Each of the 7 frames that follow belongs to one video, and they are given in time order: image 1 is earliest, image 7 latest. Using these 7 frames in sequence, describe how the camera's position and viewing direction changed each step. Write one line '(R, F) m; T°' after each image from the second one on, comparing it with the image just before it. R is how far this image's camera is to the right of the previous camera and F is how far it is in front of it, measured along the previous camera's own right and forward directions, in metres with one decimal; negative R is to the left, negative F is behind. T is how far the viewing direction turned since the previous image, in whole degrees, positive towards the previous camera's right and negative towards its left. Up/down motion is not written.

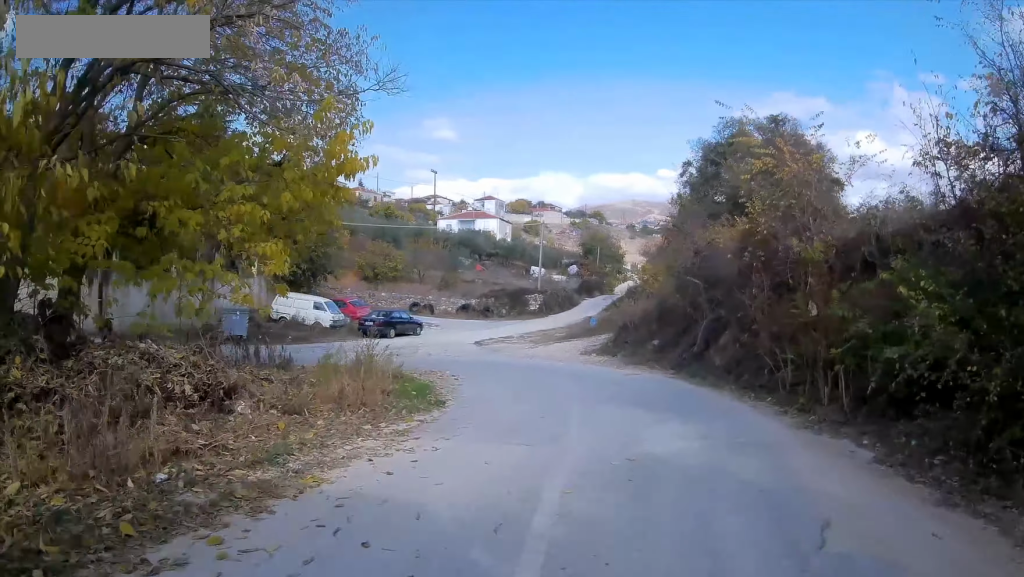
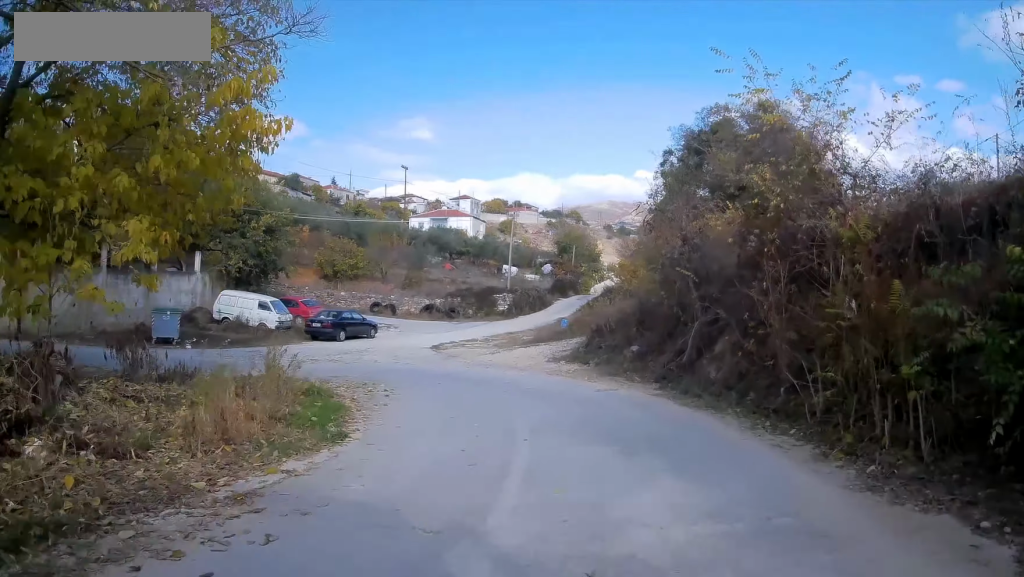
(+0.2, +4.2) m; +3°
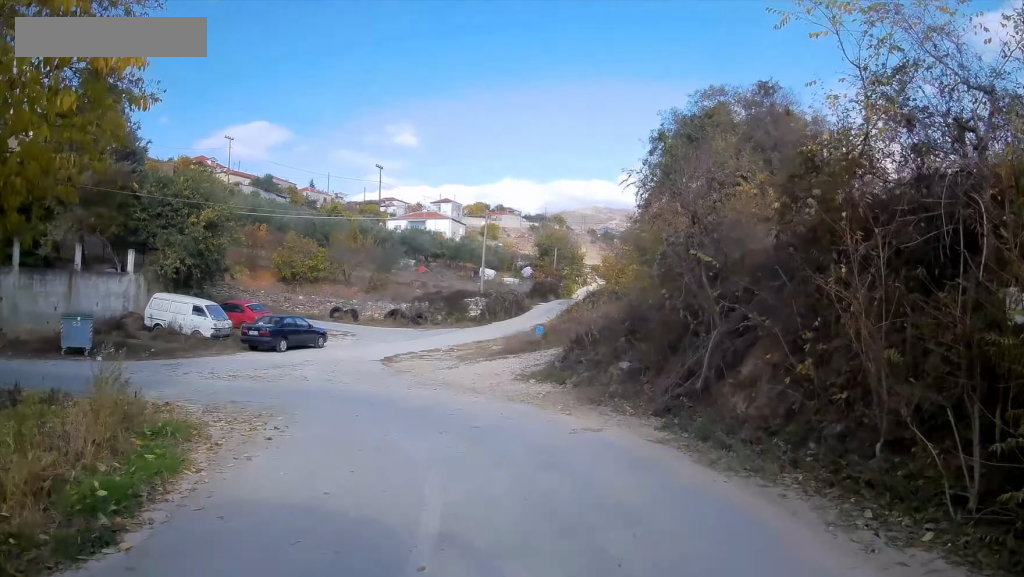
(+0.1, +5.1) m; -2°
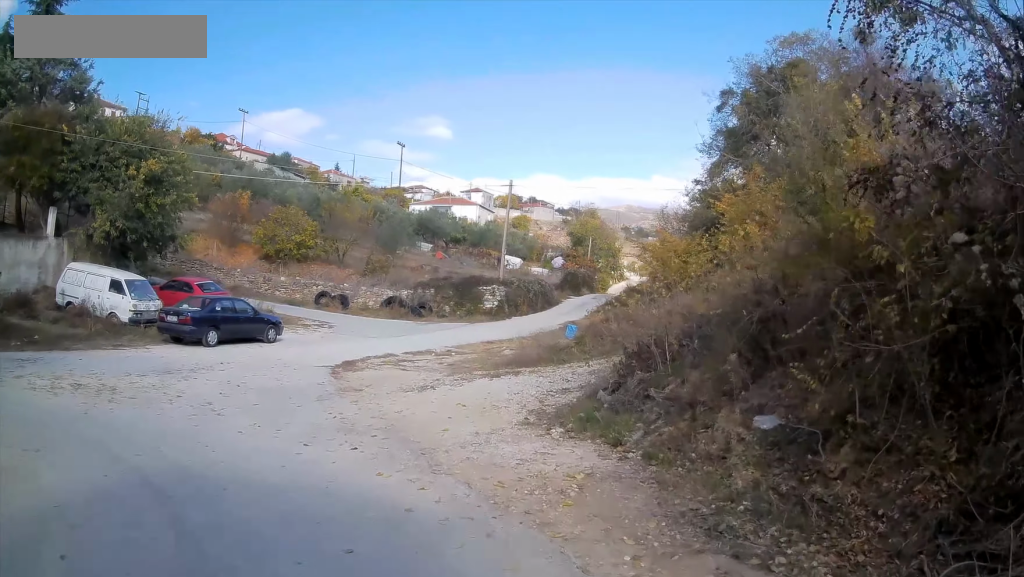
(-0.5, +8.8) m; -7°
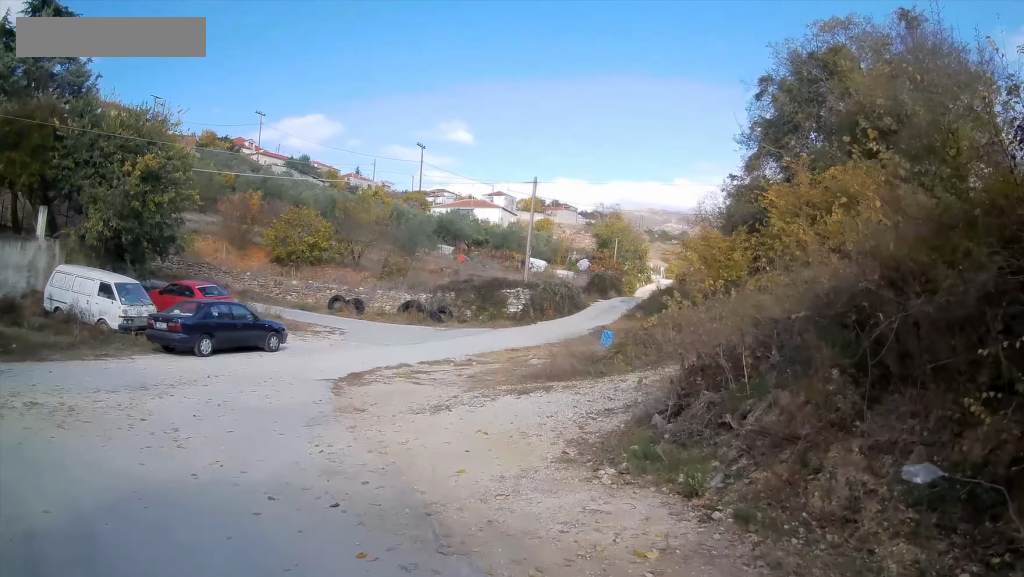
(+0.1, +2.3) m; -2°
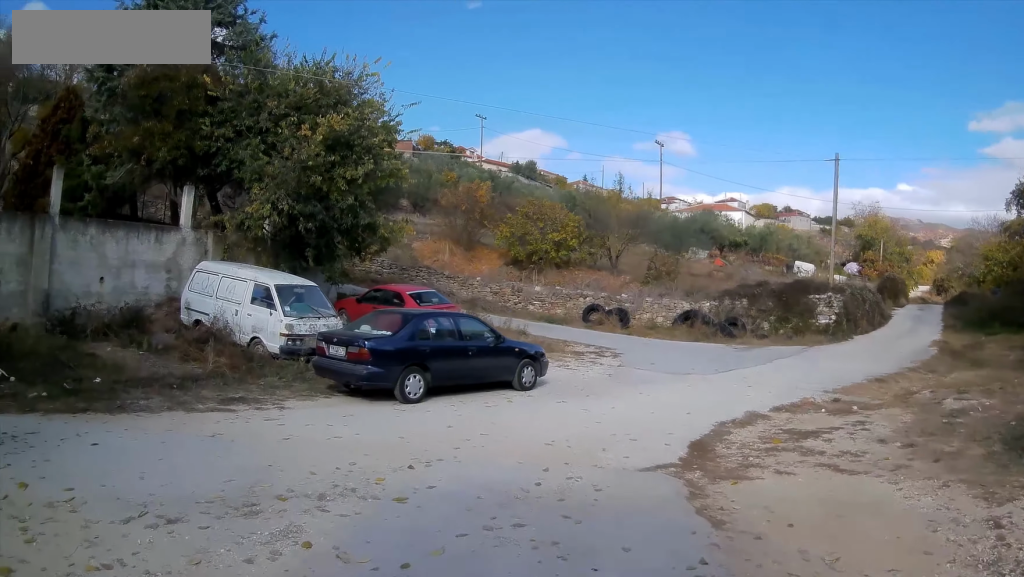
(-1.9, +7.8) m; -26°
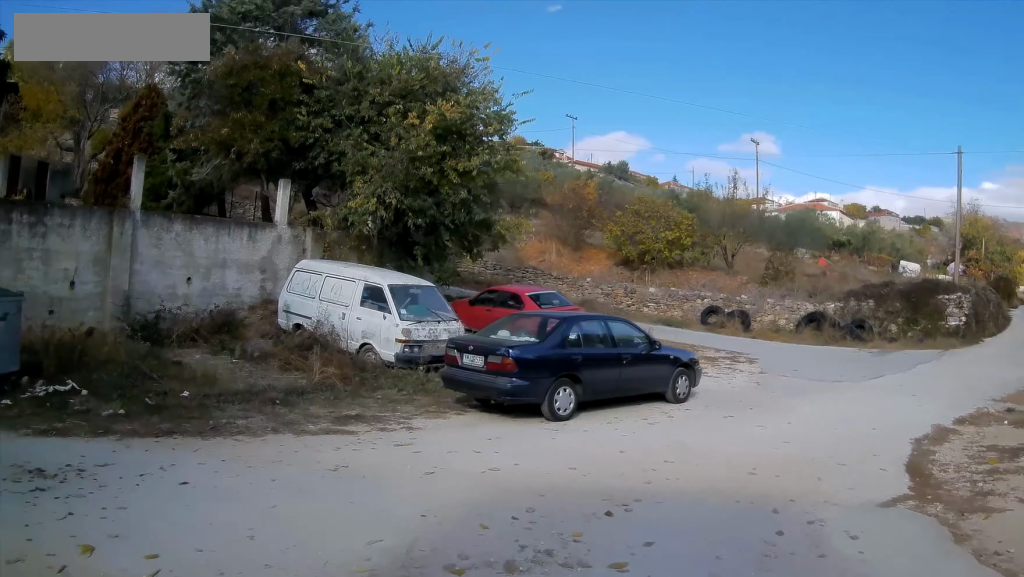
(-0.1, +1.8) m; -8°
